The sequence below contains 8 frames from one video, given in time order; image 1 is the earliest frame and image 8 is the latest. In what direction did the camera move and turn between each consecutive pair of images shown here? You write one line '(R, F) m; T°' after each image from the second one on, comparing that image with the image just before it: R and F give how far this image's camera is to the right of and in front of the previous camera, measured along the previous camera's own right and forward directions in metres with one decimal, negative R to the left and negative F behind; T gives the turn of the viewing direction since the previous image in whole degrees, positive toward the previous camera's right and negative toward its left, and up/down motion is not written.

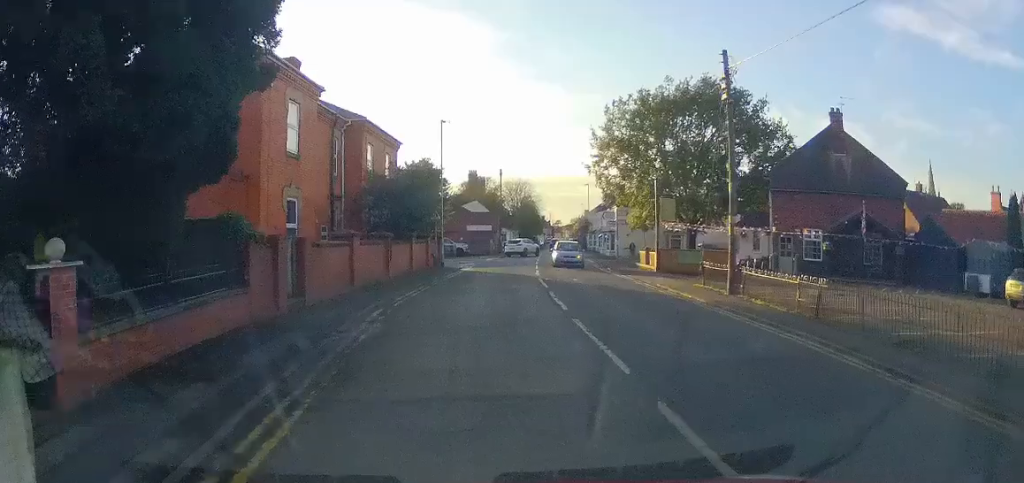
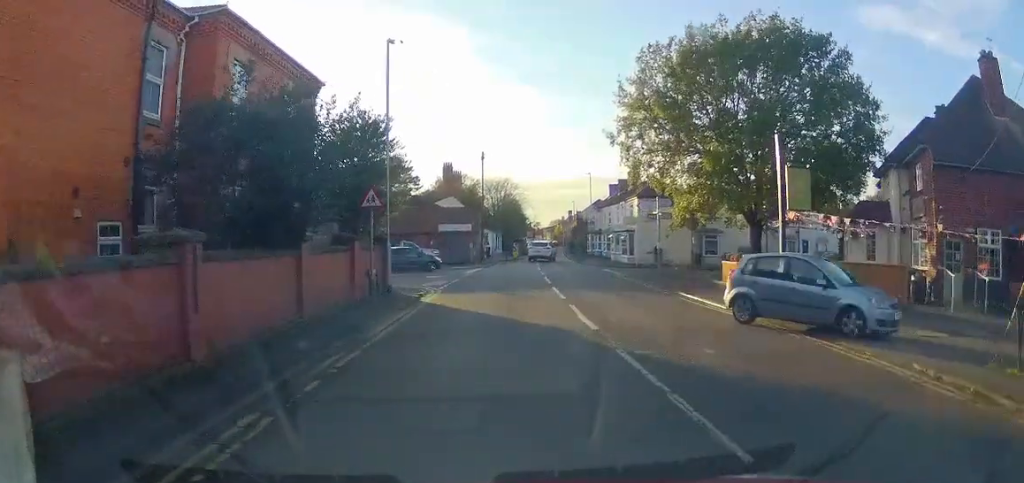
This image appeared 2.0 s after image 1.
(+1.3, +15.1) m; +7°
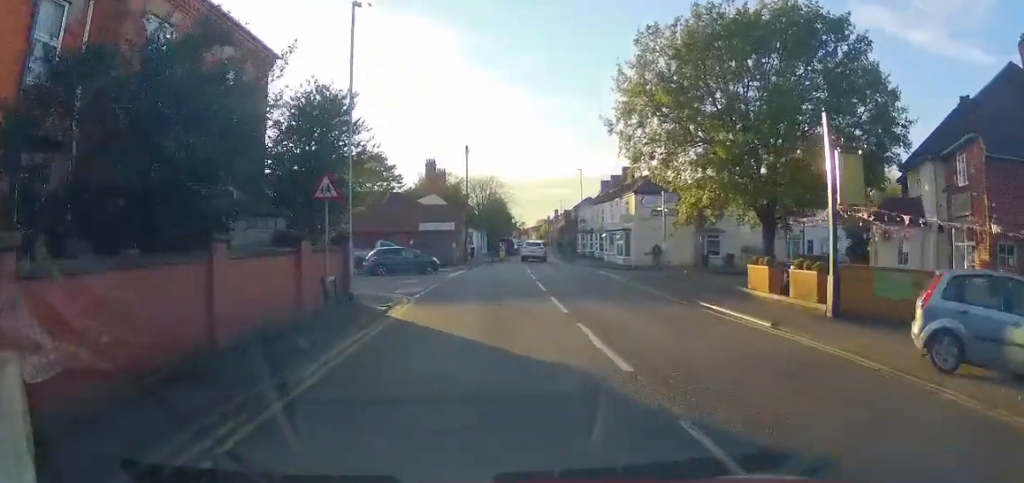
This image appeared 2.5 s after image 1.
(0.0, +3.5) m; 0°
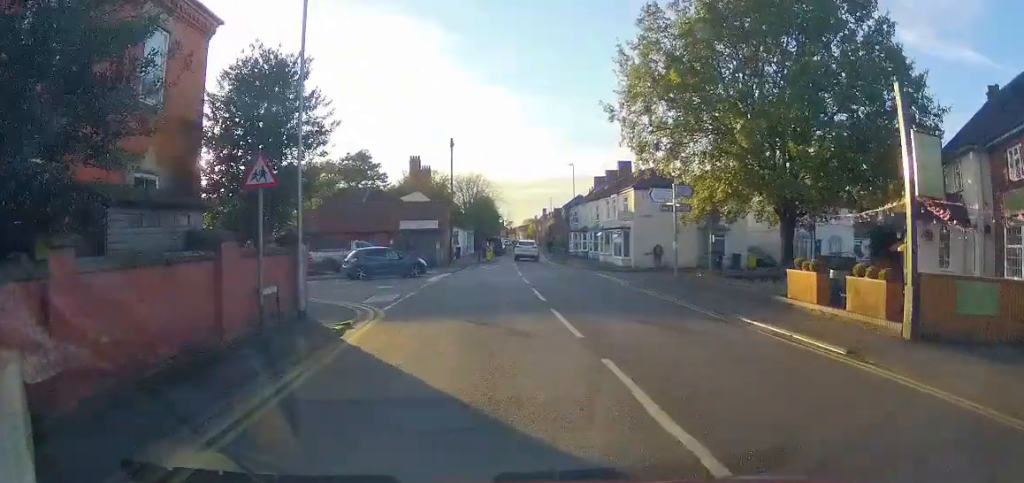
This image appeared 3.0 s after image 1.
(-0.3, +3.4) m; 0°
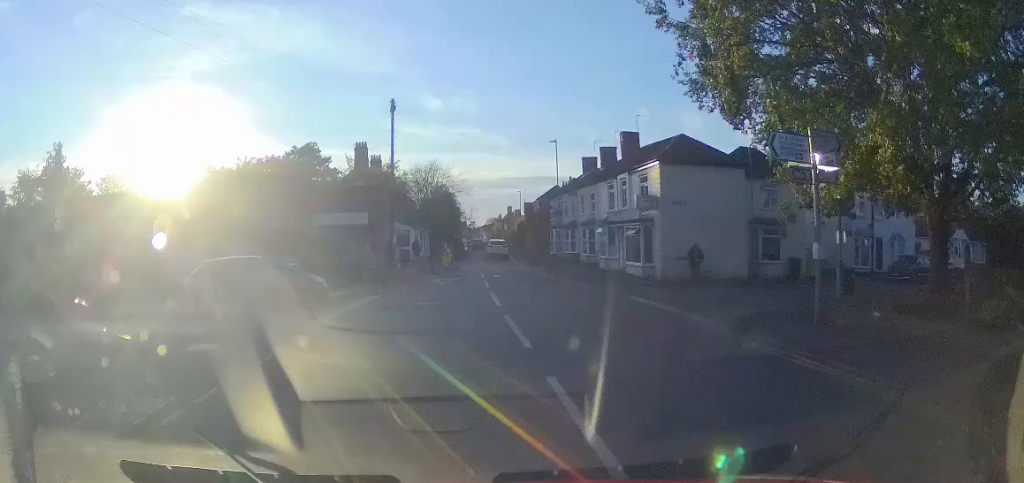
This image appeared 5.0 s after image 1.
(+0.7, +13.0) m; +5°
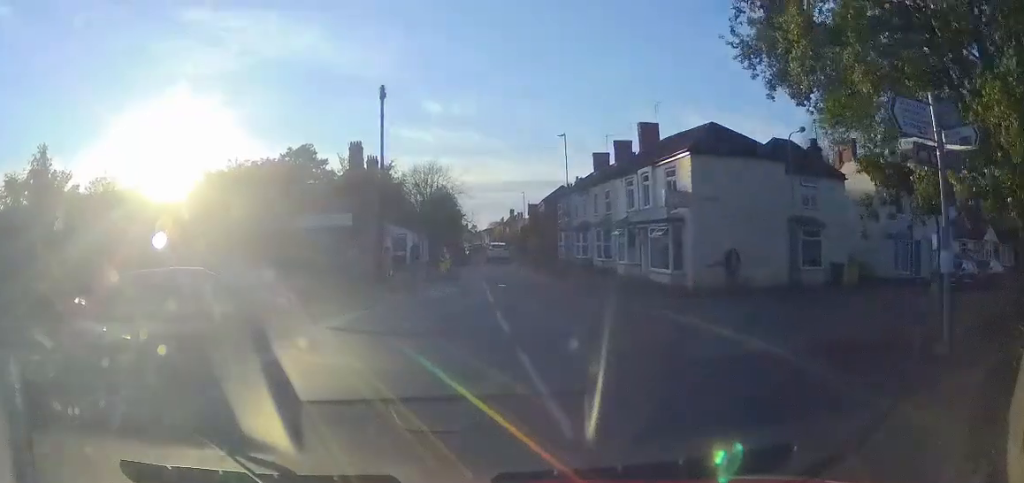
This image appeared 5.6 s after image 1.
(0.0, +3.9) m; 0°
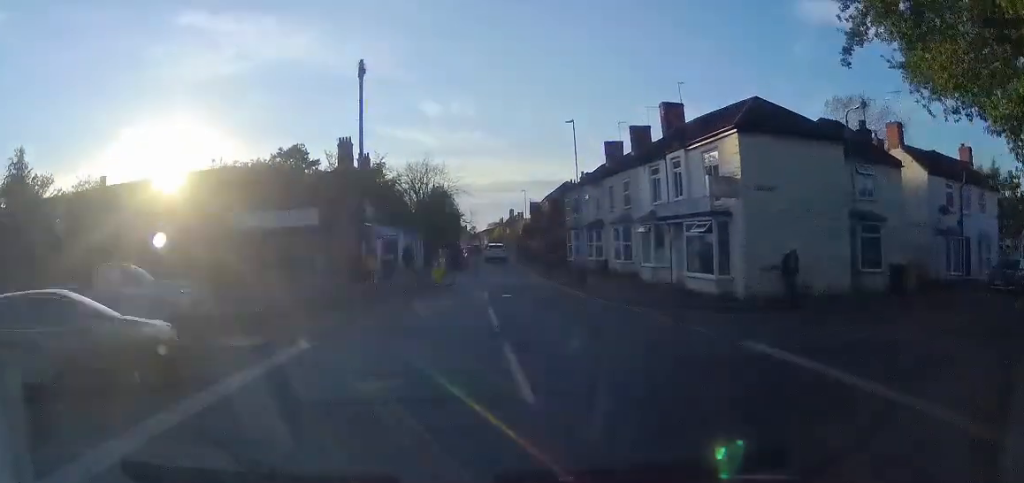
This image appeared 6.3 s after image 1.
(0.0, +4.6) m; 0°
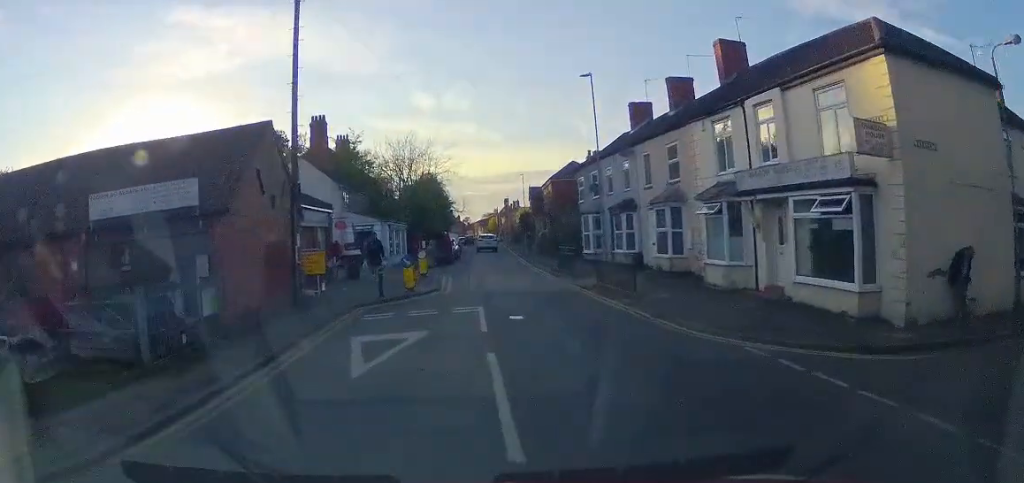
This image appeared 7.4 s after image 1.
(+0.1, +7.7) m; +2°
